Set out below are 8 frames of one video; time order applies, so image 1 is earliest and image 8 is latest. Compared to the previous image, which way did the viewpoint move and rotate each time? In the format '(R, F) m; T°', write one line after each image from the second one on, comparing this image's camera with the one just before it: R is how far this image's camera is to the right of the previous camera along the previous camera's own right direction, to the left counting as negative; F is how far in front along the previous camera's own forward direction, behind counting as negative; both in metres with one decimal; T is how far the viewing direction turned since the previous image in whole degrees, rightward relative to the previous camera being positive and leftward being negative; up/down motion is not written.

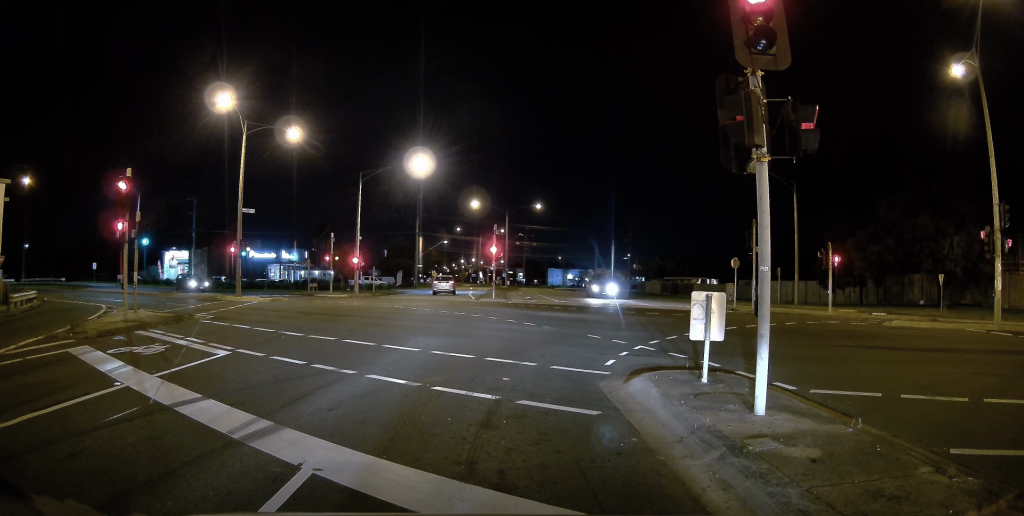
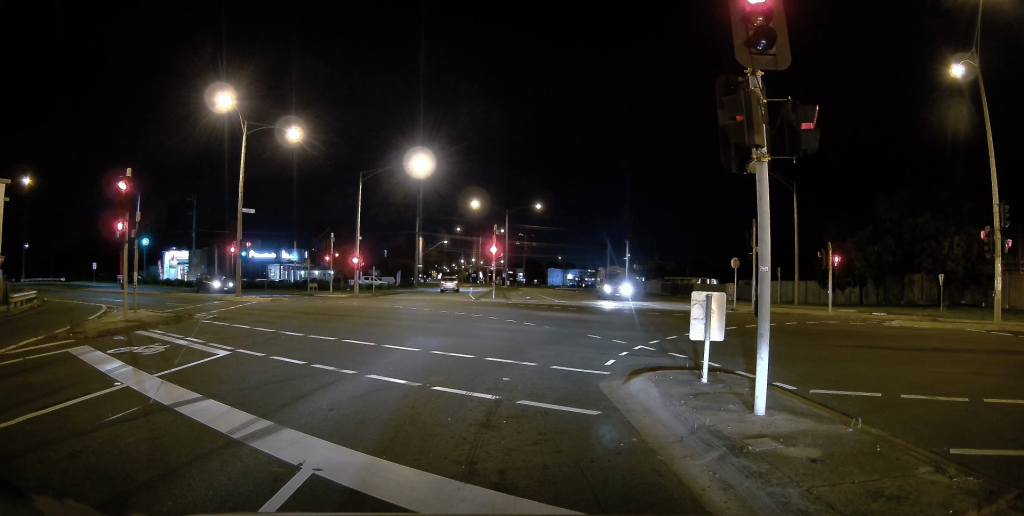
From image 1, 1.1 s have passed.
(0.0, +0.1) m; 0°
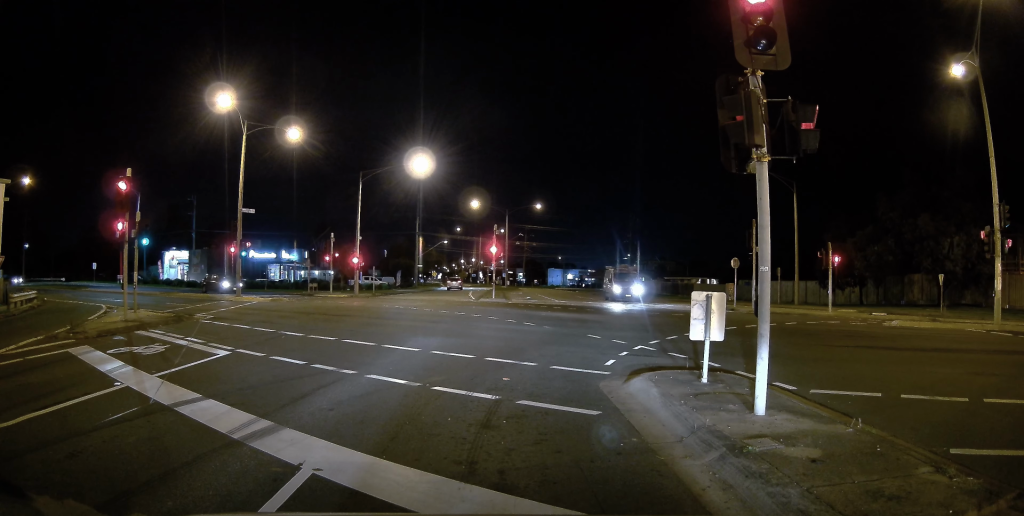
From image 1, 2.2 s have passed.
(0.0, 0.0) m; 0°
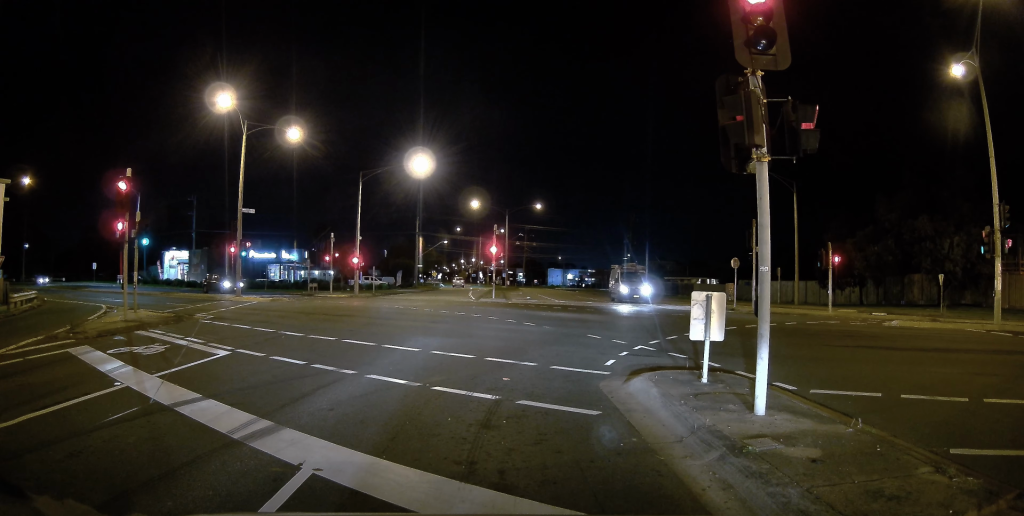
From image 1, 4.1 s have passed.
(0.0, 0.0) m; 0°
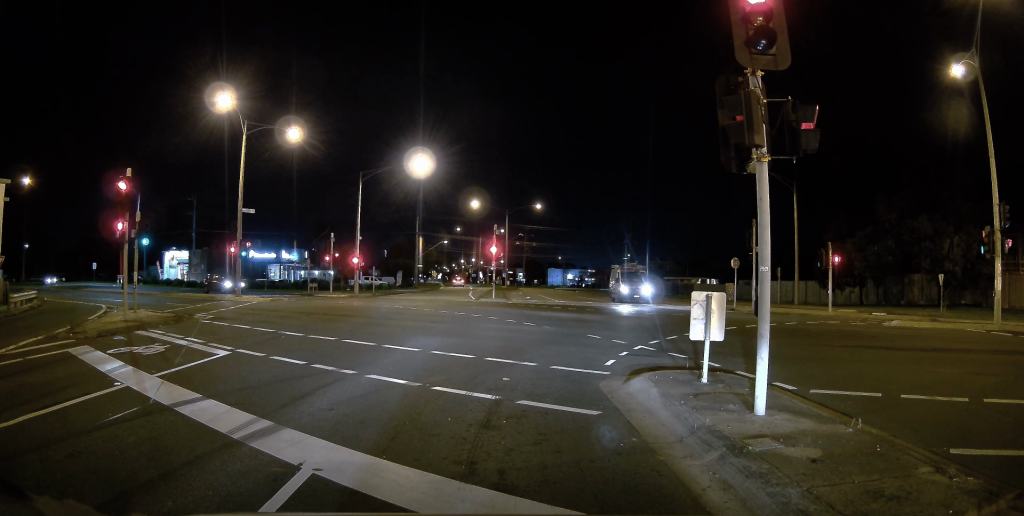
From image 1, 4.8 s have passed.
(0.0, 0.0) m; 0°
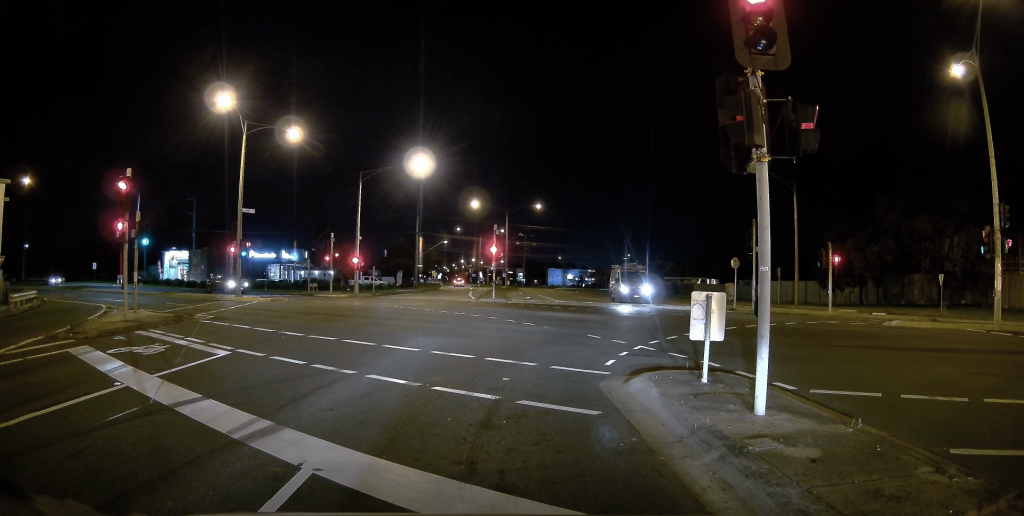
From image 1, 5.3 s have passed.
(0.0, 0.0) m; 0°
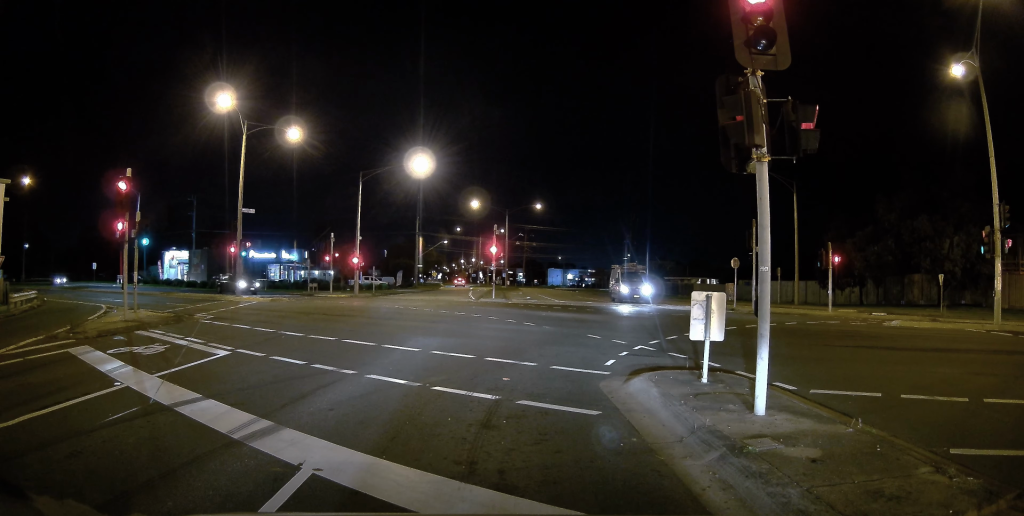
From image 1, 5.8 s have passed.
(0.0, 0.0) m; 0°
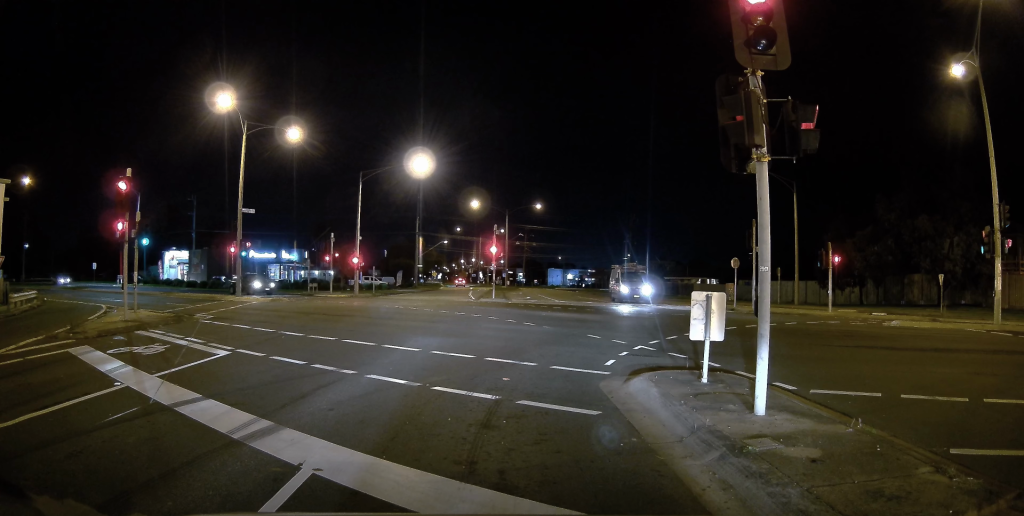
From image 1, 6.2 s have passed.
(0.0, 0.0) m; 0°
